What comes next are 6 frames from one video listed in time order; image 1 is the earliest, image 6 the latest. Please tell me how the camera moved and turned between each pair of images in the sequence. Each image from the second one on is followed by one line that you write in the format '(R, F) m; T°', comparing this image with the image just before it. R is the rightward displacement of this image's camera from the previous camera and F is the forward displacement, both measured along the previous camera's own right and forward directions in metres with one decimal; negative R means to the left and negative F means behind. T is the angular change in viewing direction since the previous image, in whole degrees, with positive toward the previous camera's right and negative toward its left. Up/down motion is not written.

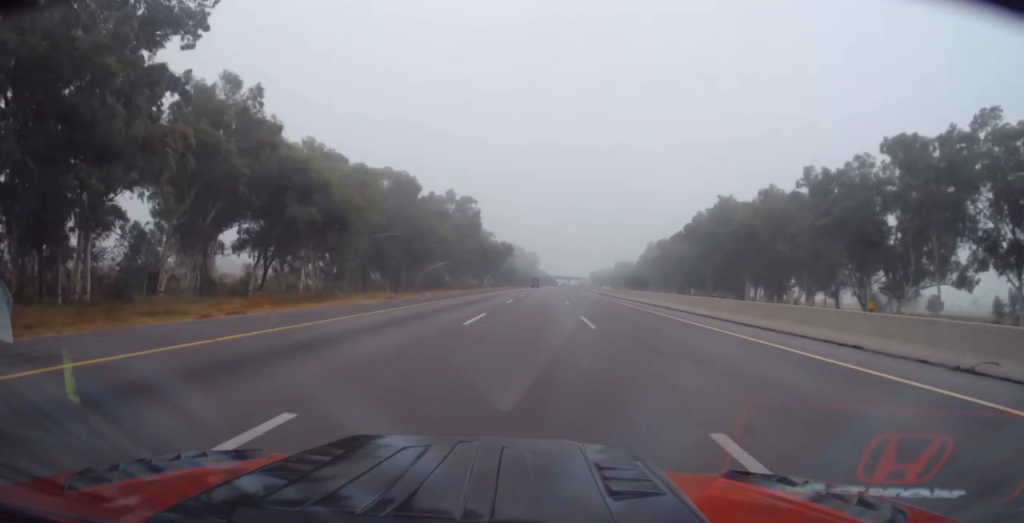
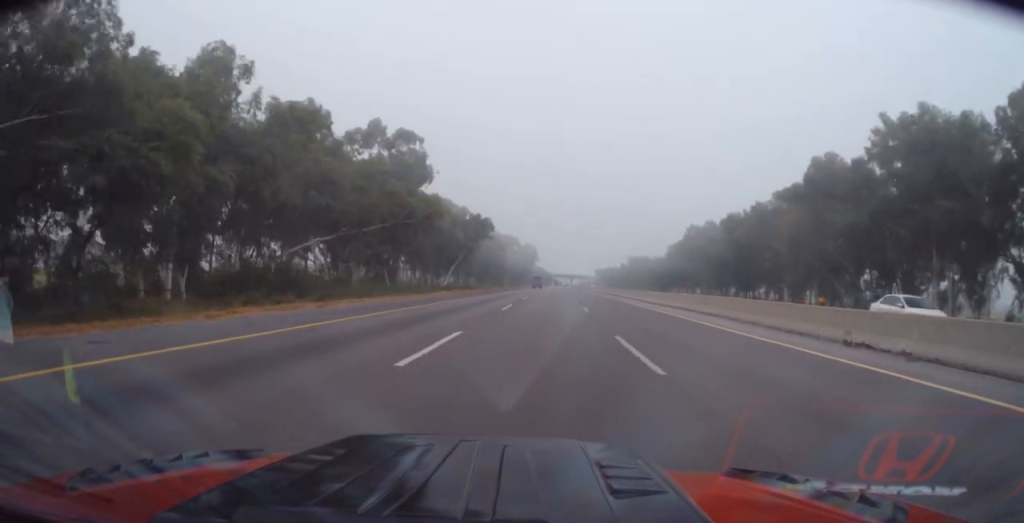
(-0.9, +62.0) m; 0°
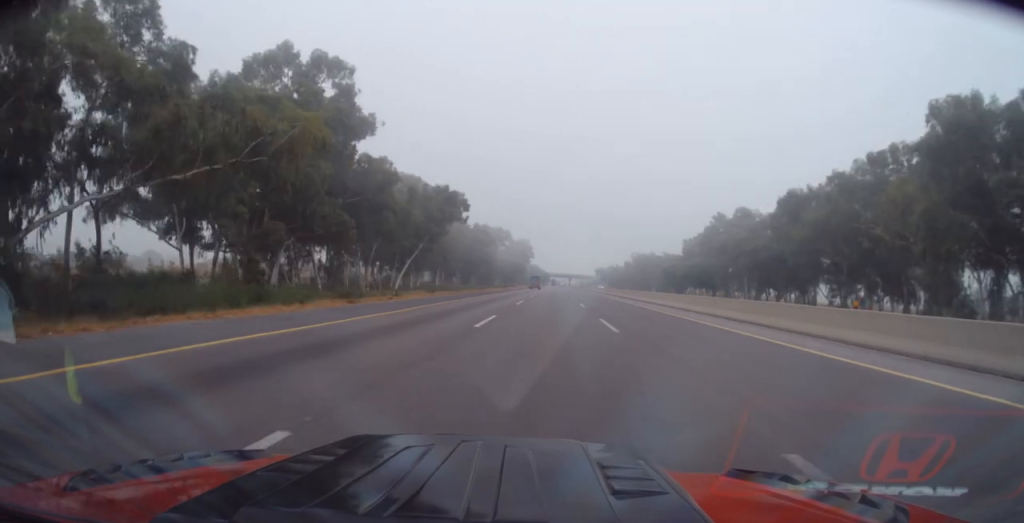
(+0.6, +27.9) m; +1°
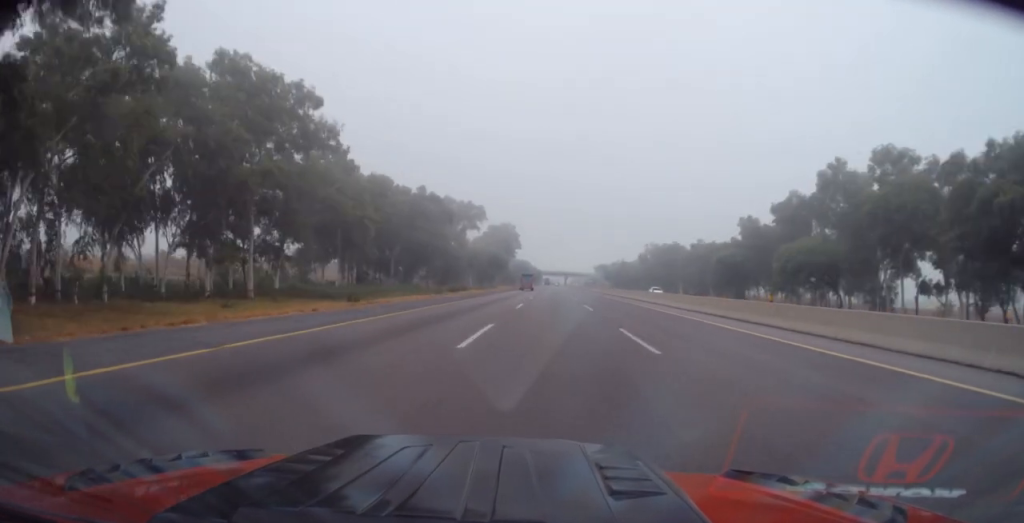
(+0.3, +58.2) m; 0°
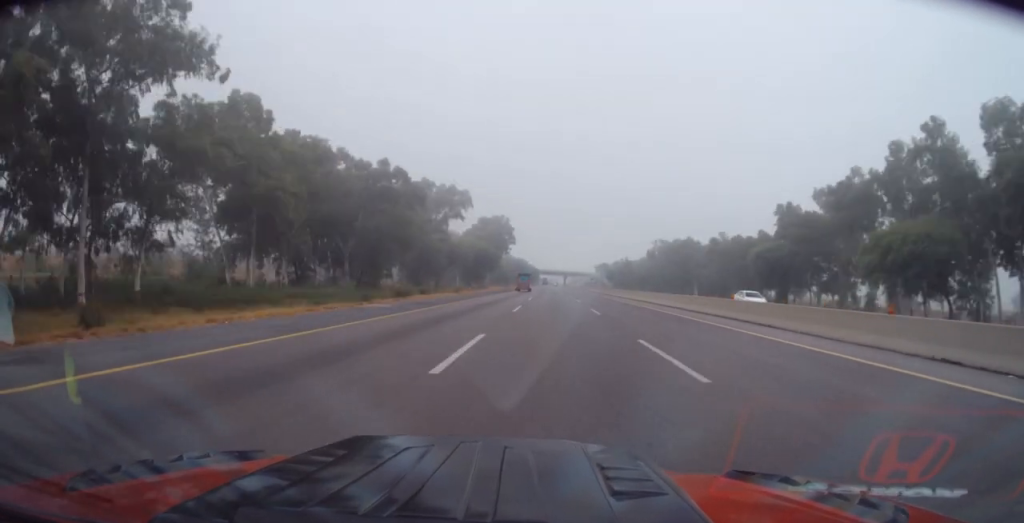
(-0.1, +20.8) m; 0°
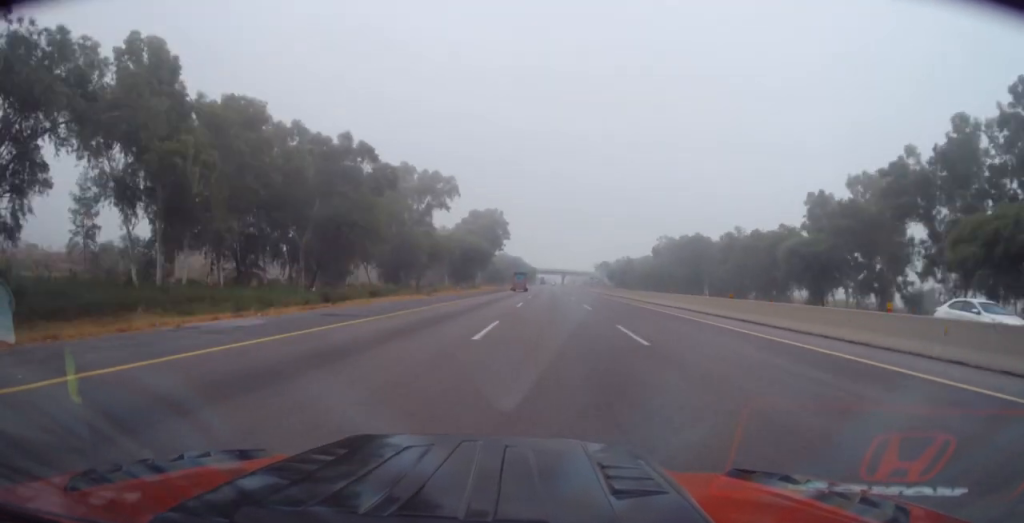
(-0.3, +13.0) m; +1°
